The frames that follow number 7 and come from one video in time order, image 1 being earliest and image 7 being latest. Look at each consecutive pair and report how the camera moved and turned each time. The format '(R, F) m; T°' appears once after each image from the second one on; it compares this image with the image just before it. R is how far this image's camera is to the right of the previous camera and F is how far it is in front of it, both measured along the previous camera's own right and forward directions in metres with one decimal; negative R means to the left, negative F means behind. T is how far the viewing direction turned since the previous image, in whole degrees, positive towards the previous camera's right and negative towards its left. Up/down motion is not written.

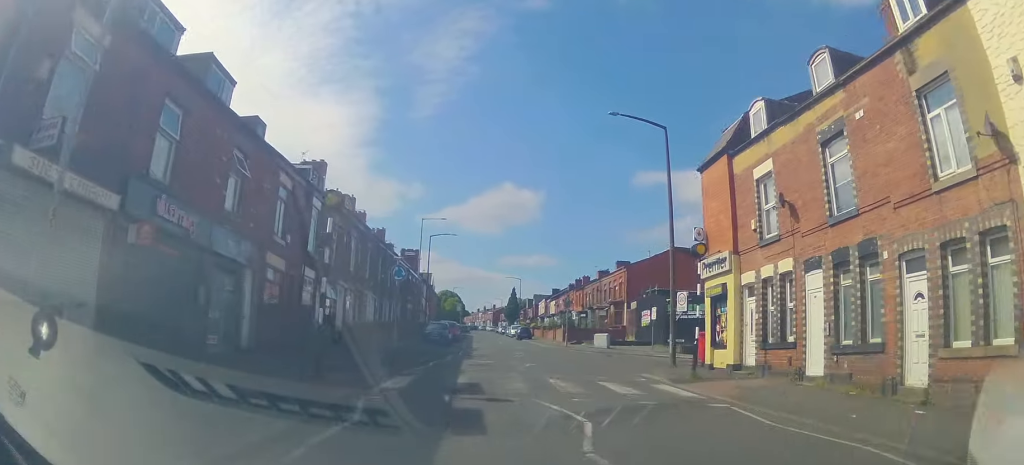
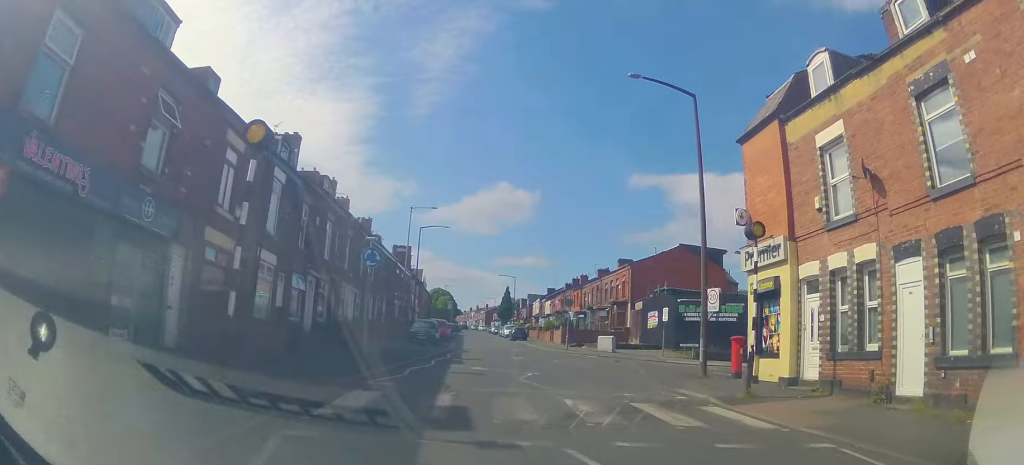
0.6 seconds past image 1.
(0.0, +4.4) m; 0°
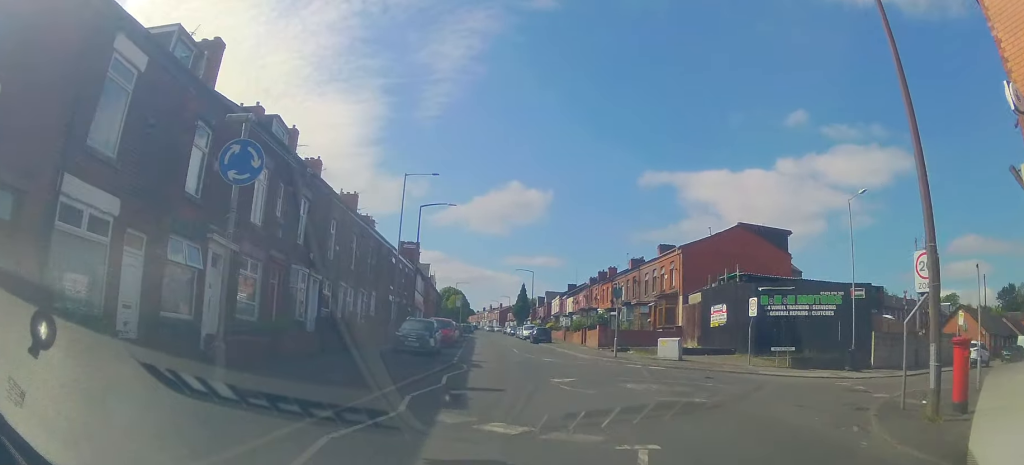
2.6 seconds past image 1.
(+0.2, +11.8) m; +1°
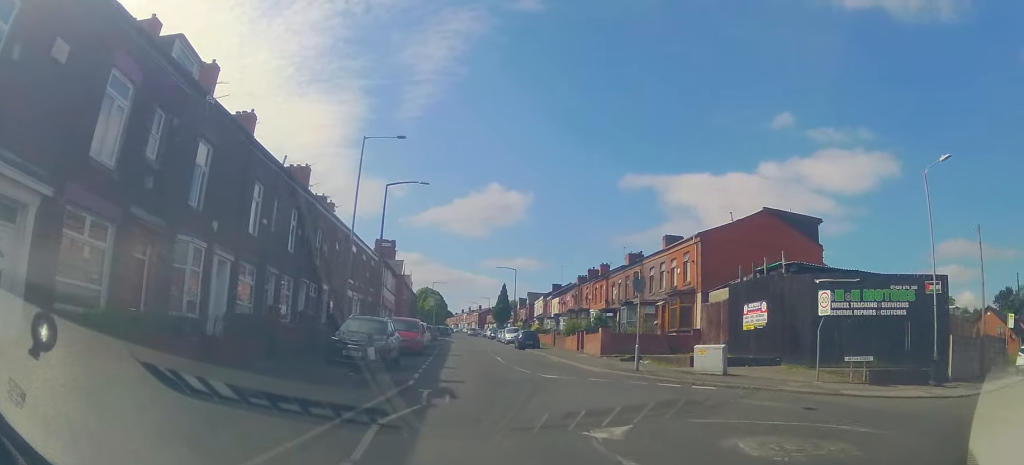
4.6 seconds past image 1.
(-0.2, +8.3) m; -2°
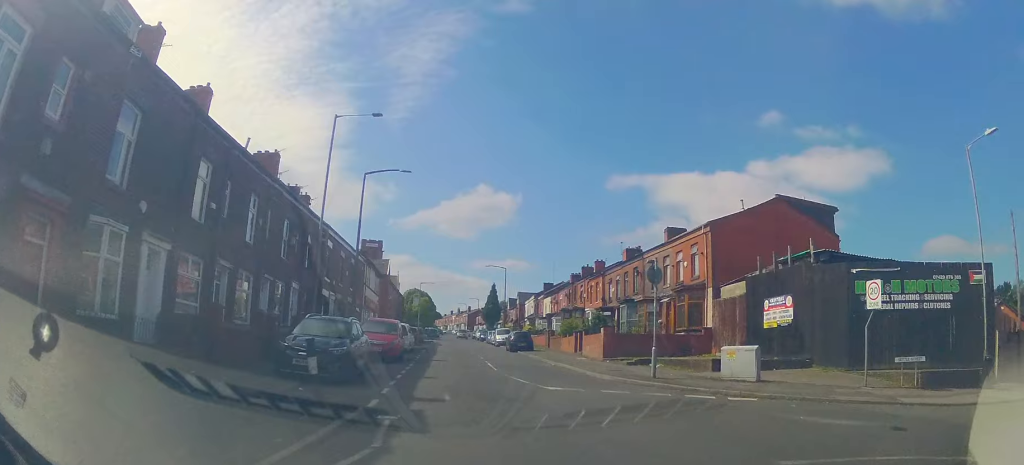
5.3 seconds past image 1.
(0.0, +2.9) m; +2°
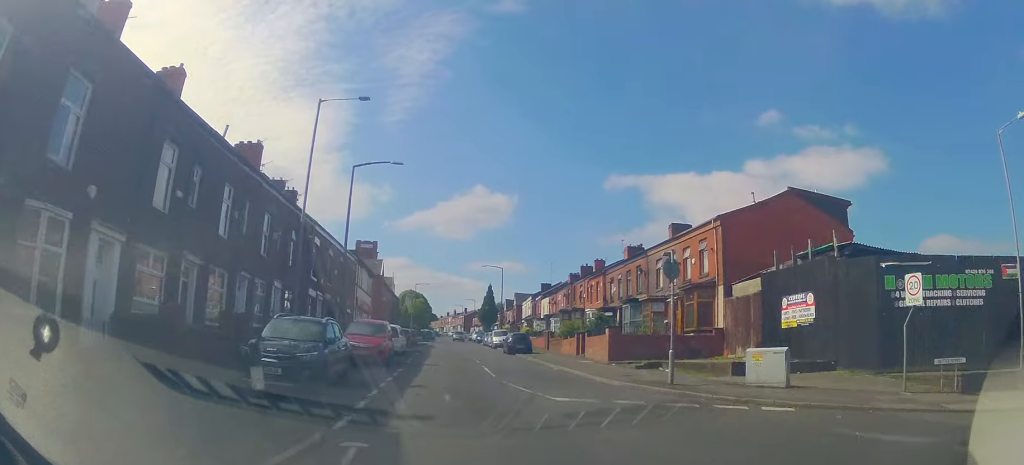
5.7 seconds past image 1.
(0.0, +1.6) m; +1°
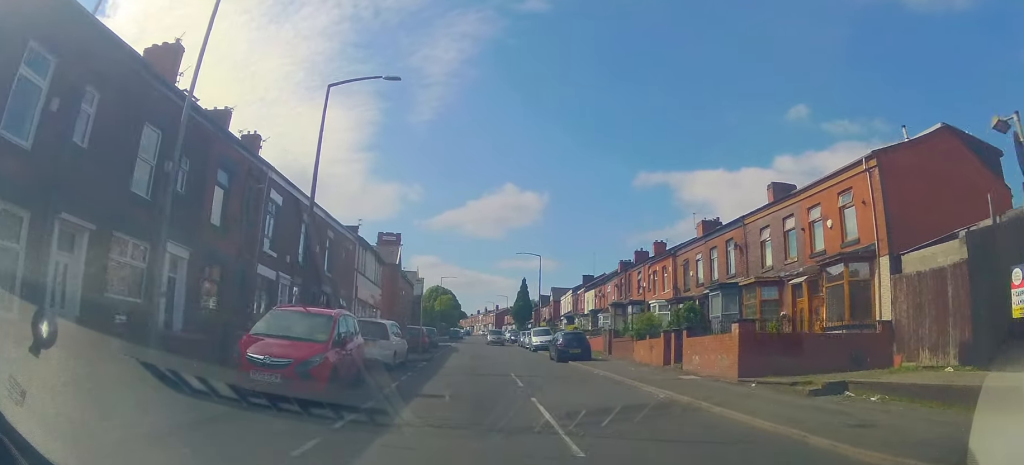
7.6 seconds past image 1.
(+0.2, +9.8) m; -1°
